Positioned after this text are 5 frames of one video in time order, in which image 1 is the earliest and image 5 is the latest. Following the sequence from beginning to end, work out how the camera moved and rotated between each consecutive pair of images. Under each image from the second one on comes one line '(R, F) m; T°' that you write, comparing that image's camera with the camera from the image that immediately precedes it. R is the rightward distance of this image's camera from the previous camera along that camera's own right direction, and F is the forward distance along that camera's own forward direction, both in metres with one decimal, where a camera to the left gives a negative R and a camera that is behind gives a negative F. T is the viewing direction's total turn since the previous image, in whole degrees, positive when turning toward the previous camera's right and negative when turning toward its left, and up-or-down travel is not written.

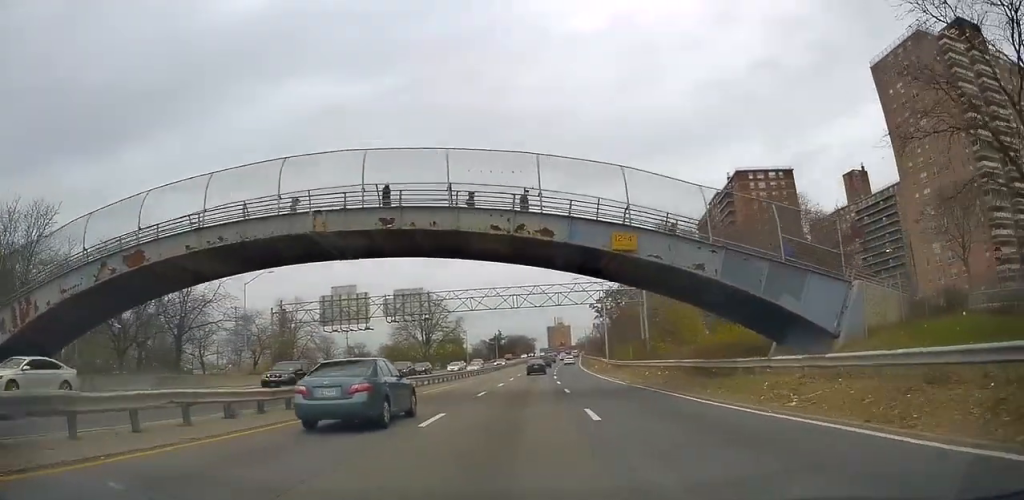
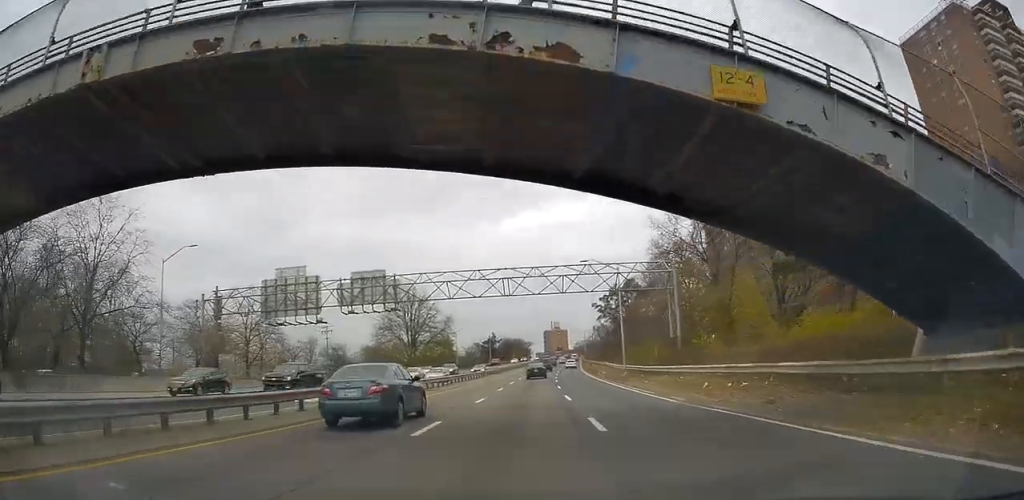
(0.0, +12.0) m; +1°
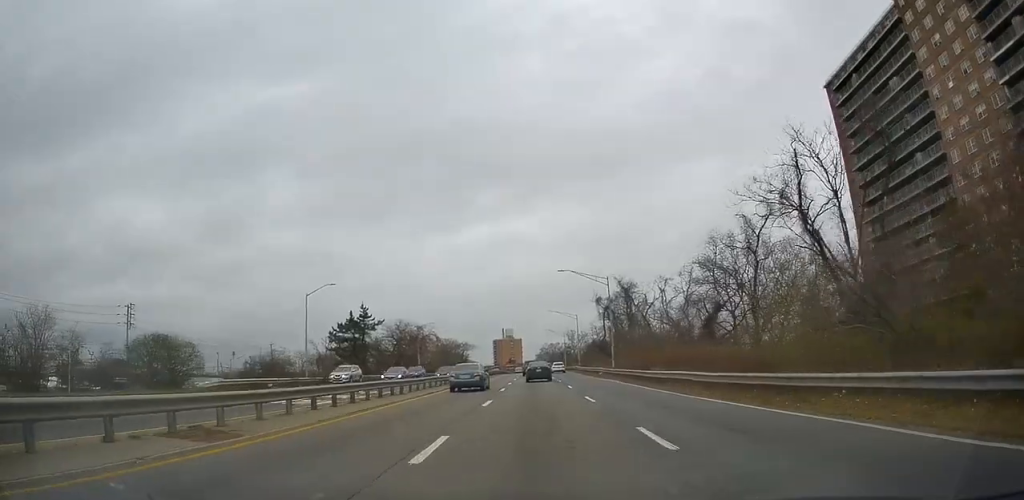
(+5.6, +113.7) m; +6°
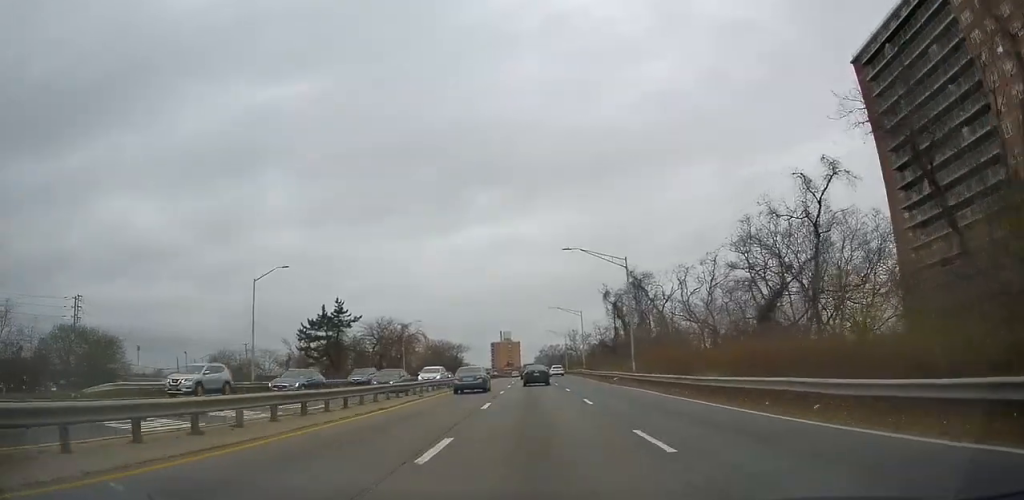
(+0.1, +10.5) m; +1°
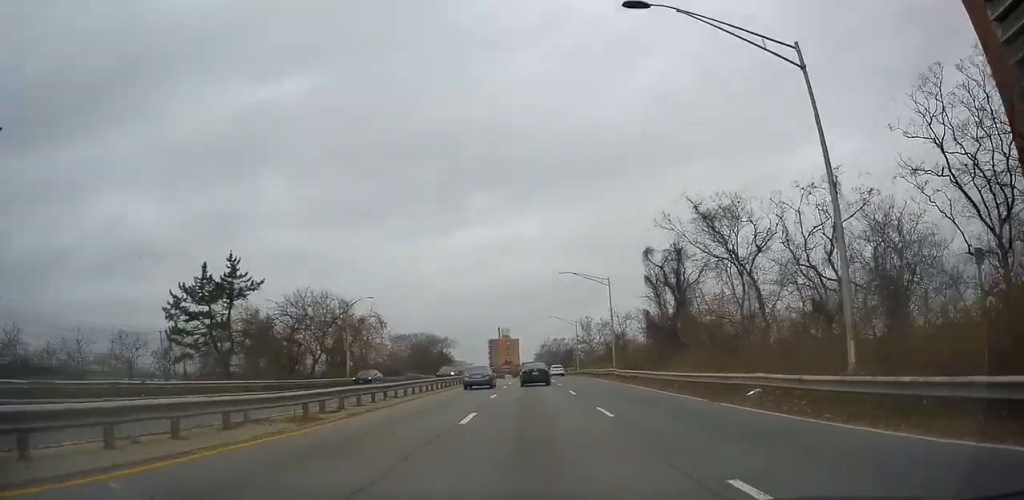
(+0.4, +27.7) m; +1°
